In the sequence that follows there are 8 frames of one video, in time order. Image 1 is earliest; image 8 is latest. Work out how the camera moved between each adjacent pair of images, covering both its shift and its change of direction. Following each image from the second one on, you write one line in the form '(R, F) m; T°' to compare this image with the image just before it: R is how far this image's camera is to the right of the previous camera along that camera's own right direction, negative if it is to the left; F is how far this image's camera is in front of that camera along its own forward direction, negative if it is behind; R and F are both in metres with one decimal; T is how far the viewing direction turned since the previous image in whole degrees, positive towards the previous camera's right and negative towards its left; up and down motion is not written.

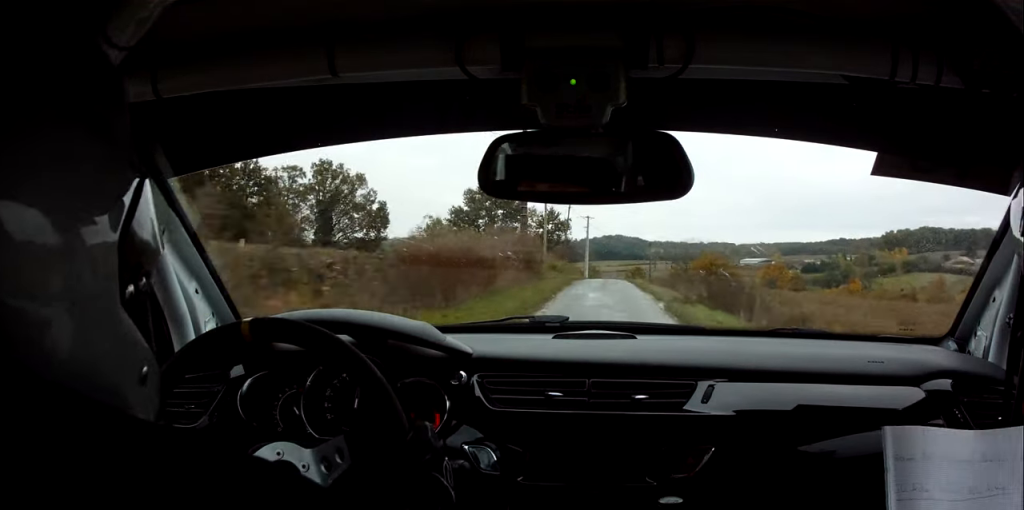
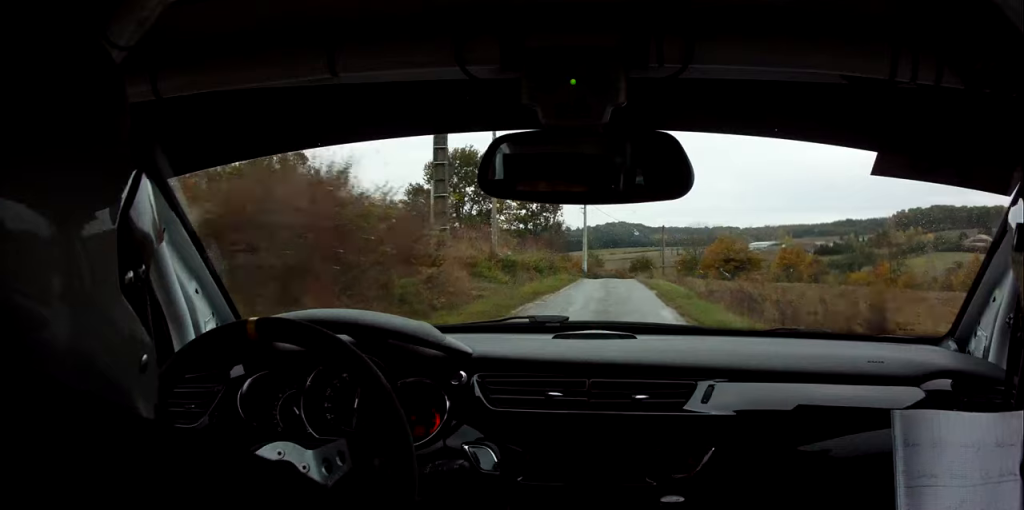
(-0.3, +23.3) m; -1°
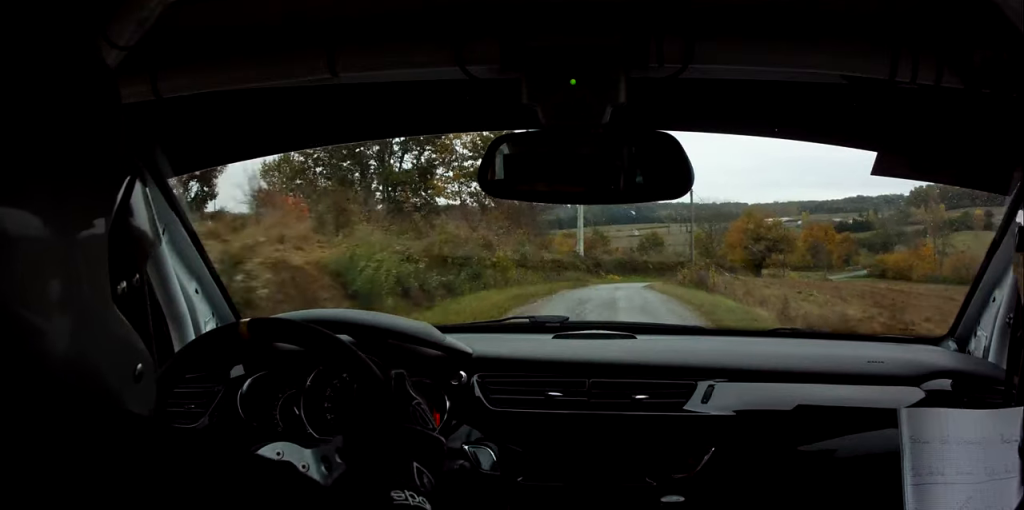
(-0.5, +29.6) m; 0°
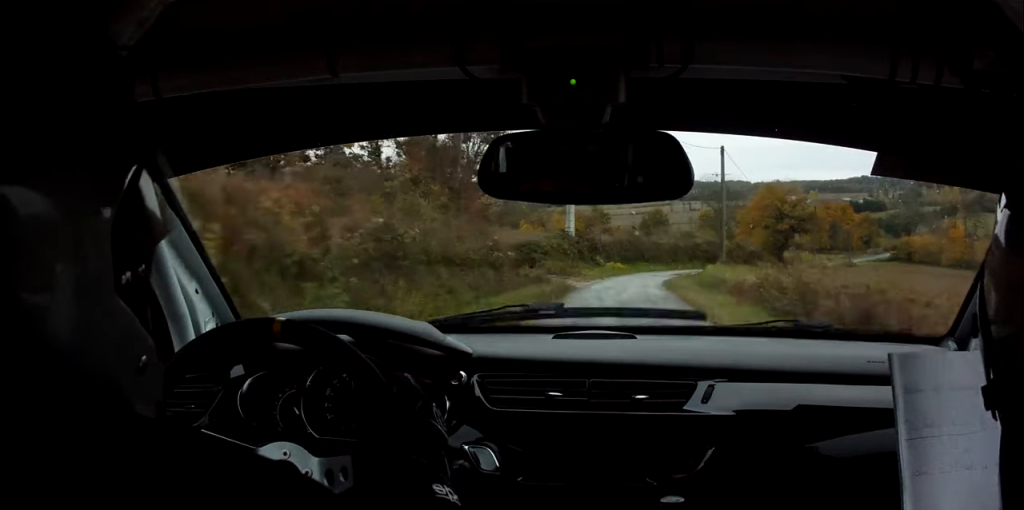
(0.0, +19.7) m; +1°
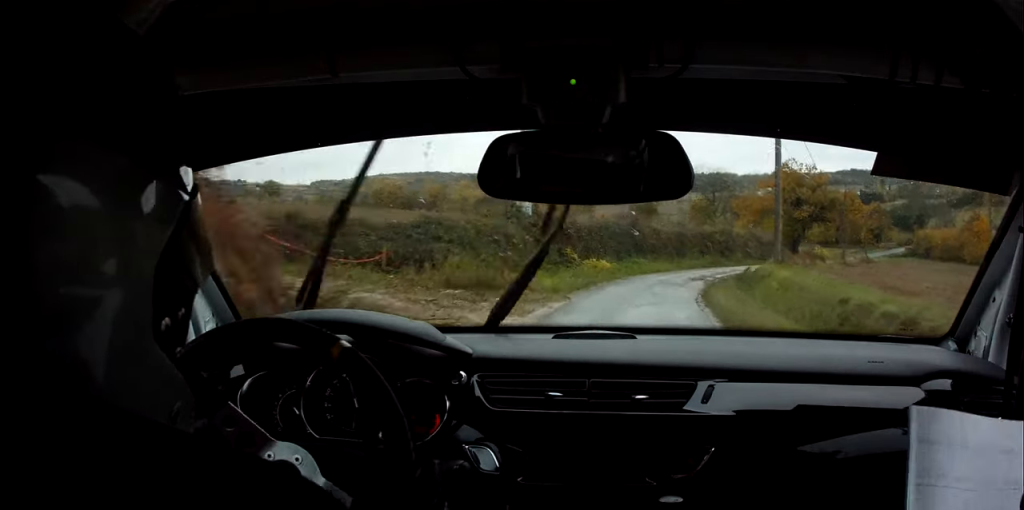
(+0.4, +21.6) m; +3°
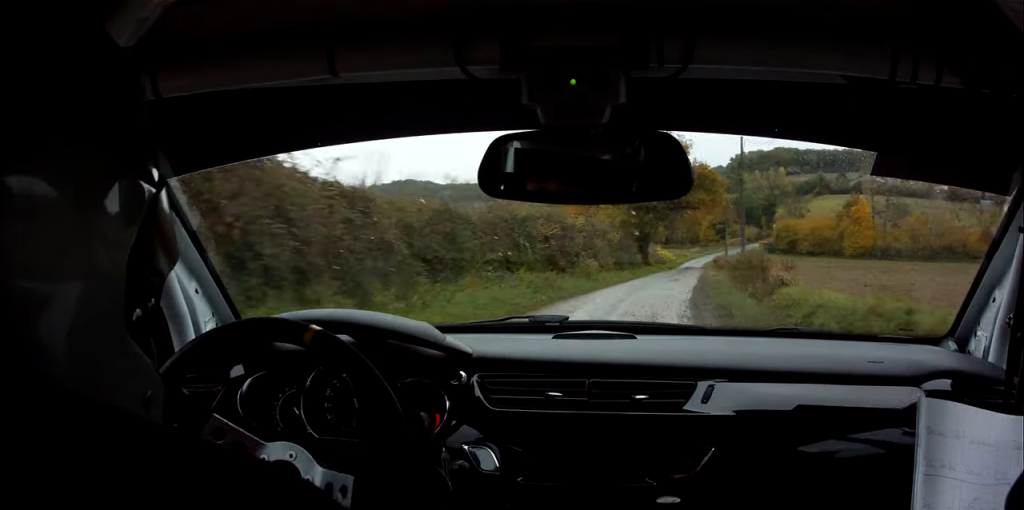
(+3.4, +38.0) m; +10°
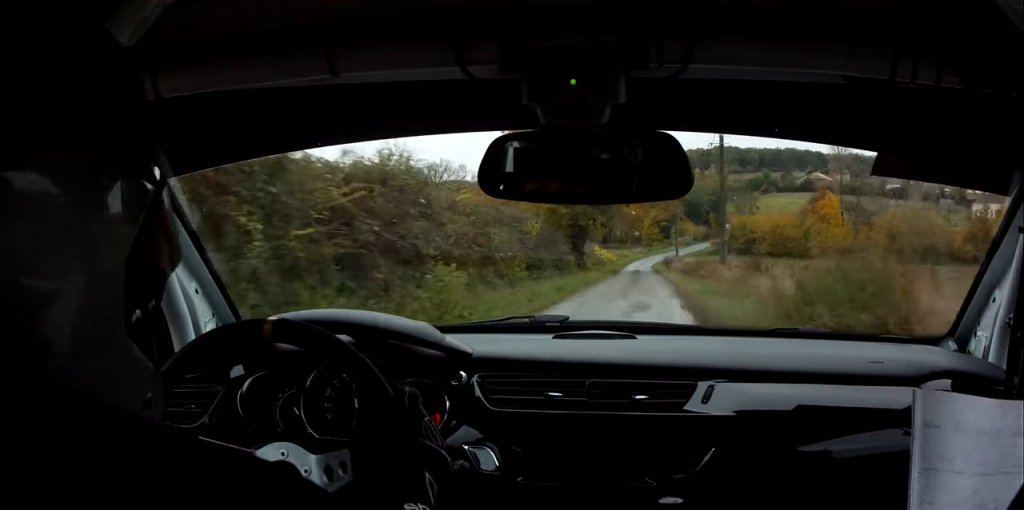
(+0.7, +18.0) m; +4°
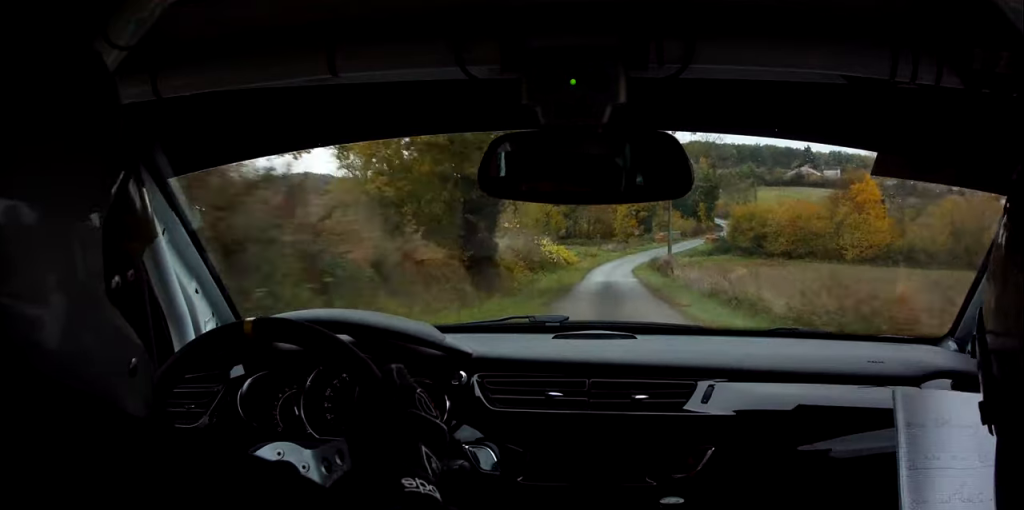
(+1.4, +32.9) m; +3°
